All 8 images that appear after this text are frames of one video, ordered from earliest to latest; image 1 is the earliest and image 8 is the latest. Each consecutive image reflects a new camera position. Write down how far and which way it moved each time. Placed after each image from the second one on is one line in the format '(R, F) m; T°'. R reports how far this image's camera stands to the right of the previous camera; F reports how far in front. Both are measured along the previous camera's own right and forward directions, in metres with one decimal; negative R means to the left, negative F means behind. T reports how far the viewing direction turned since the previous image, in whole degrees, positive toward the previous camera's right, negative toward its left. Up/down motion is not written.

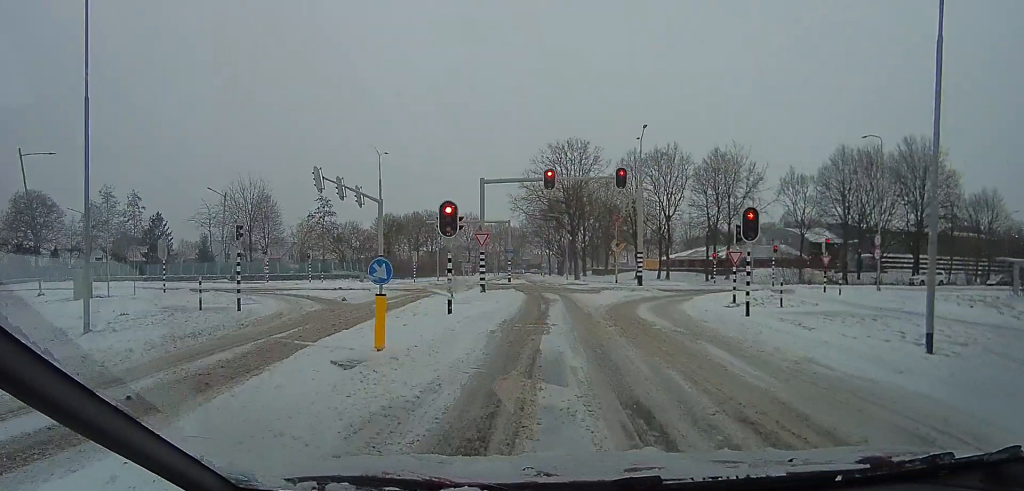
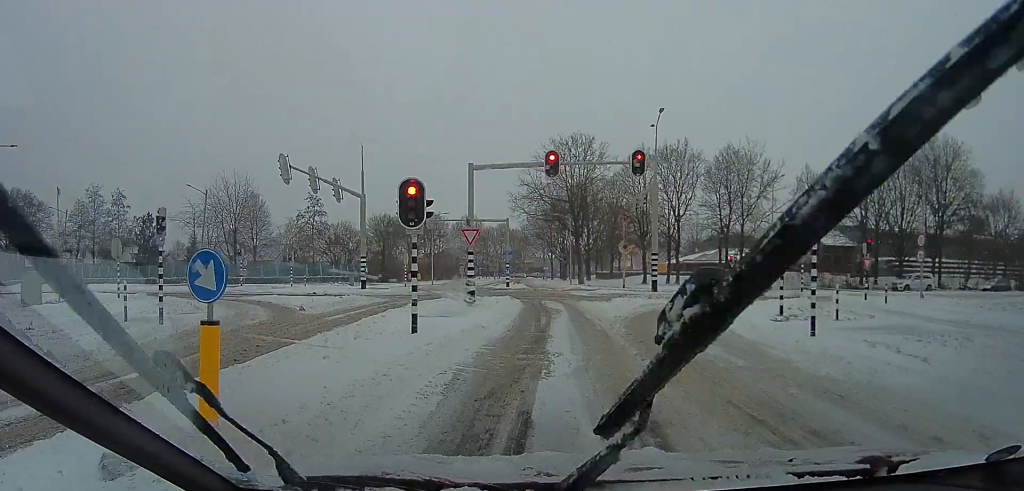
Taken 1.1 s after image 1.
(0.0, +4.6) m; 0°
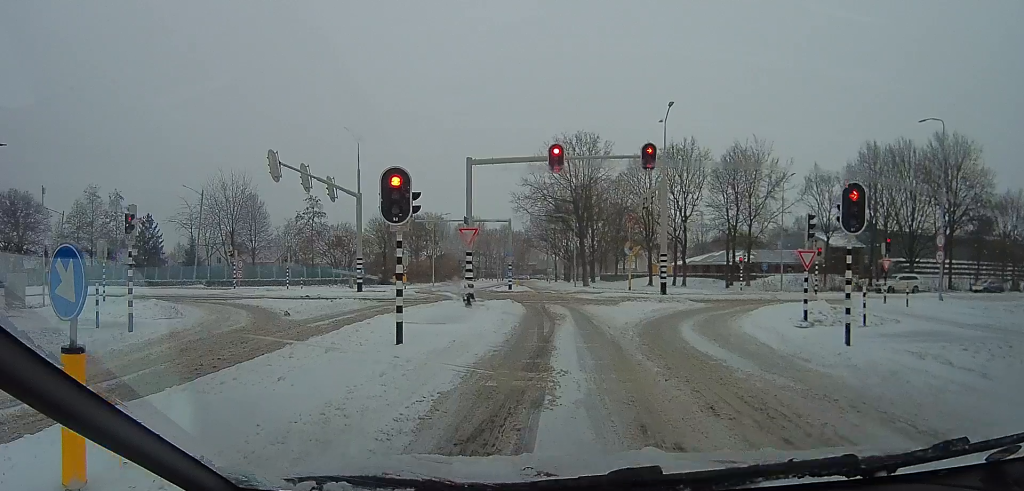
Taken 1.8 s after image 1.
(0.0, +2.0) m; 0°
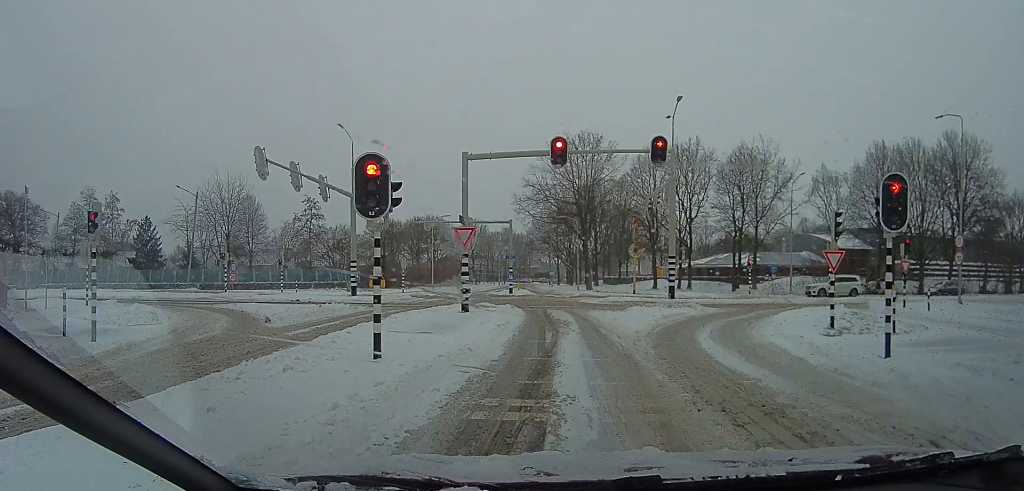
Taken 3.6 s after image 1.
(0.0, +2.0) m; 0°
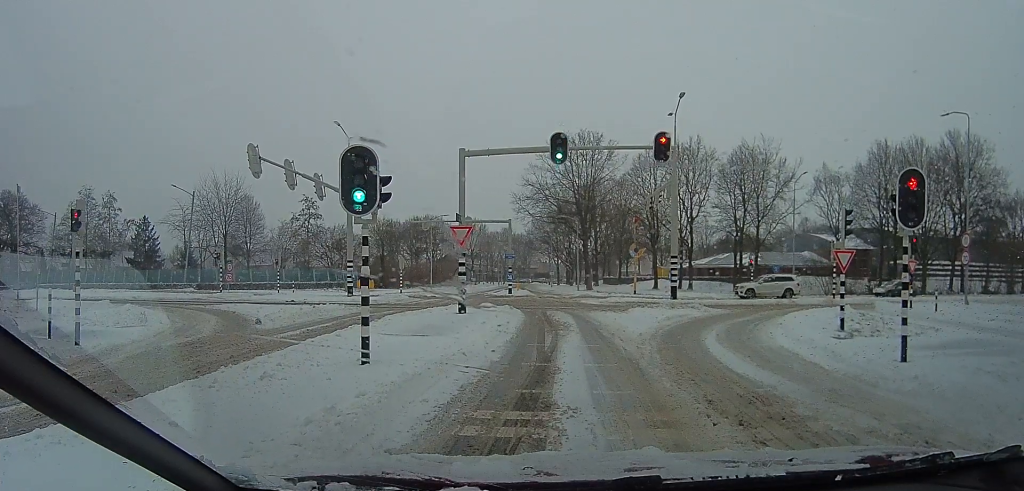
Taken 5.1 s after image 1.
(0.0, +0.6) m; 0°
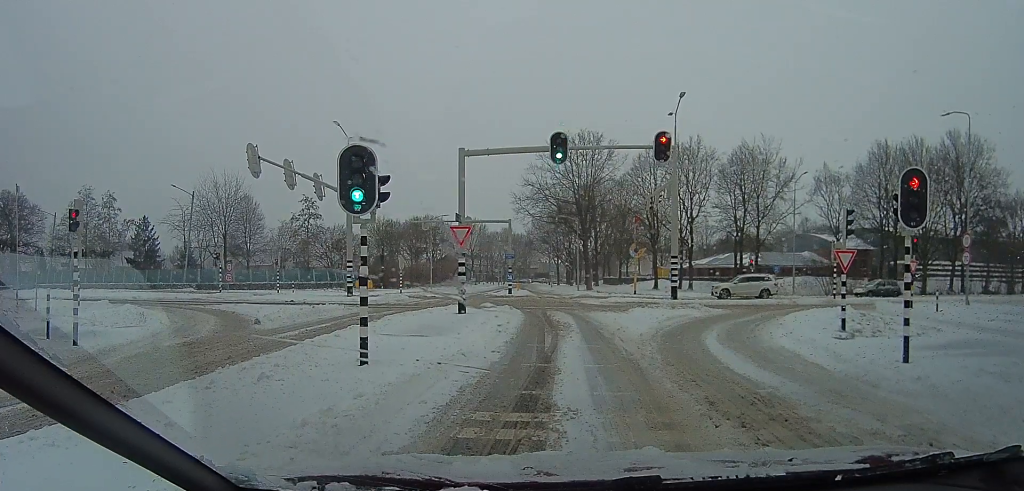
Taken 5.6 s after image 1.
(0.0, +0.1) m; 0°
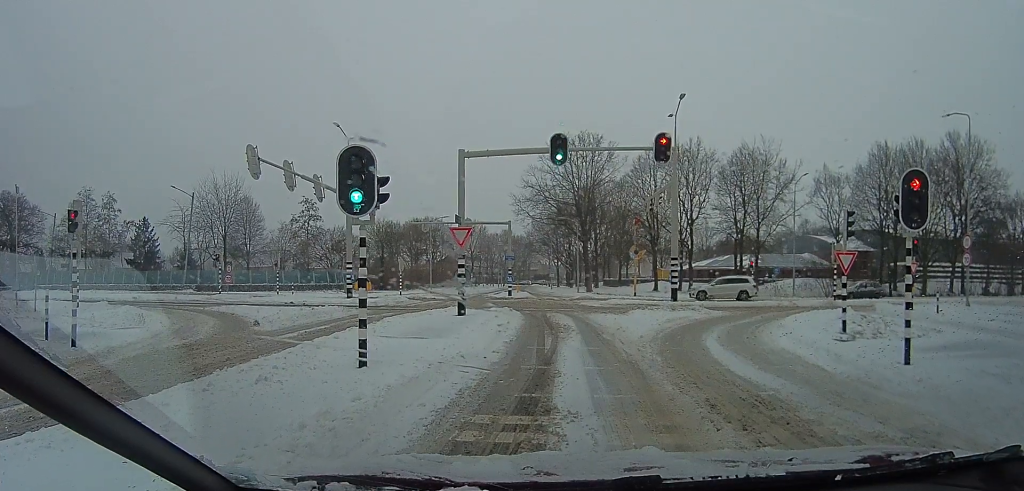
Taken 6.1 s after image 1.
(0.0, +0.1) m; 0°
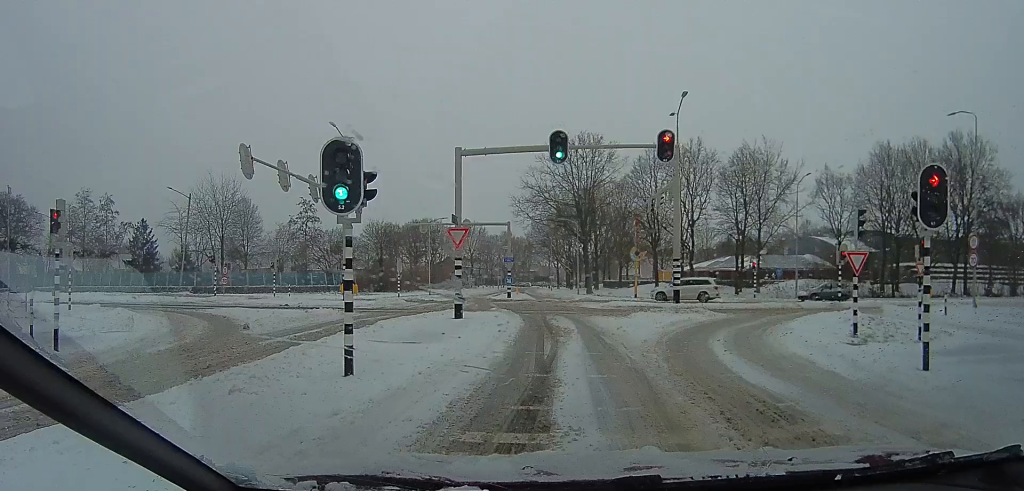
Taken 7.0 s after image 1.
(0.0, +0.3) m; 0°
